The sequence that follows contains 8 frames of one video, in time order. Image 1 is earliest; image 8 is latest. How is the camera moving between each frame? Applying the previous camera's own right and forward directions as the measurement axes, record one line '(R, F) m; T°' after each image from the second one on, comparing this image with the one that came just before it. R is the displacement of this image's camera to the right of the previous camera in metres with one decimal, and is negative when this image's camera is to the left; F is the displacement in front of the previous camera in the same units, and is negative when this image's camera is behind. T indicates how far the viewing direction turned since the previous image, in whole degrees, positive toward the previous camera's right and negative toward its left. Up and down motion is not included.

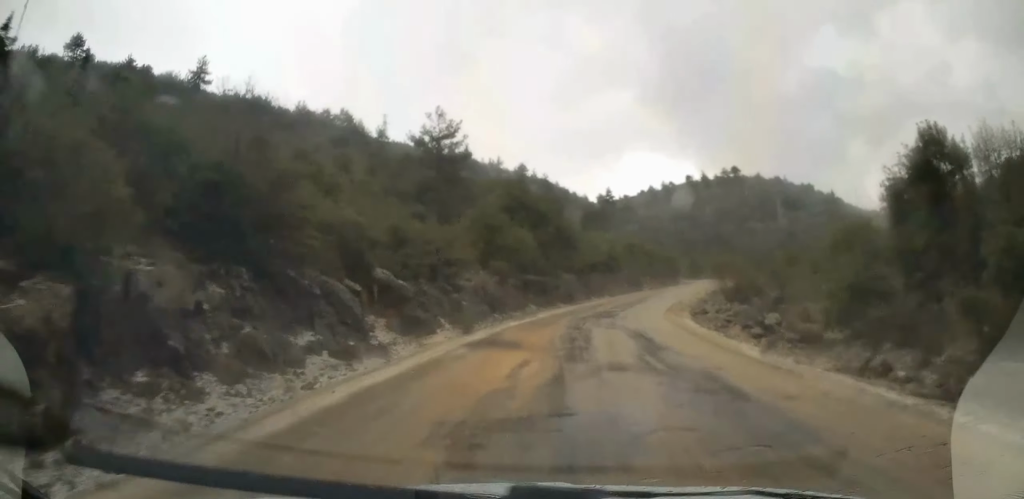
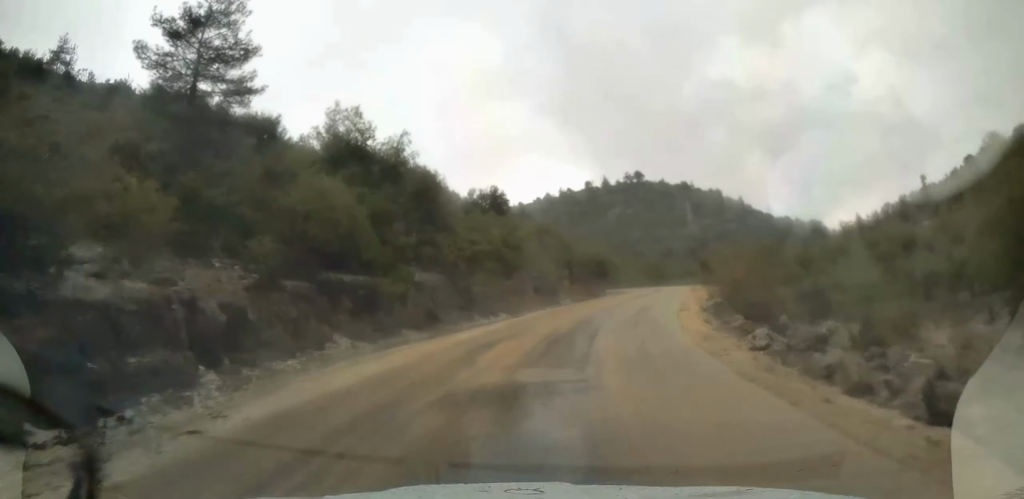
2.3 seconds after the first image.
(+1.8, +25.3) m; +11°
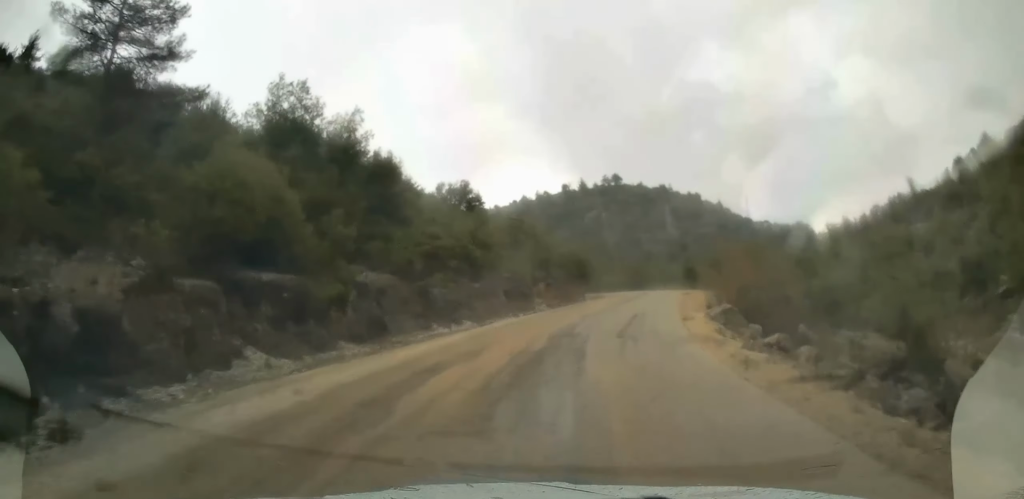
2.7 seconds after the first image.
(+0.2, +4.8) m; +3°
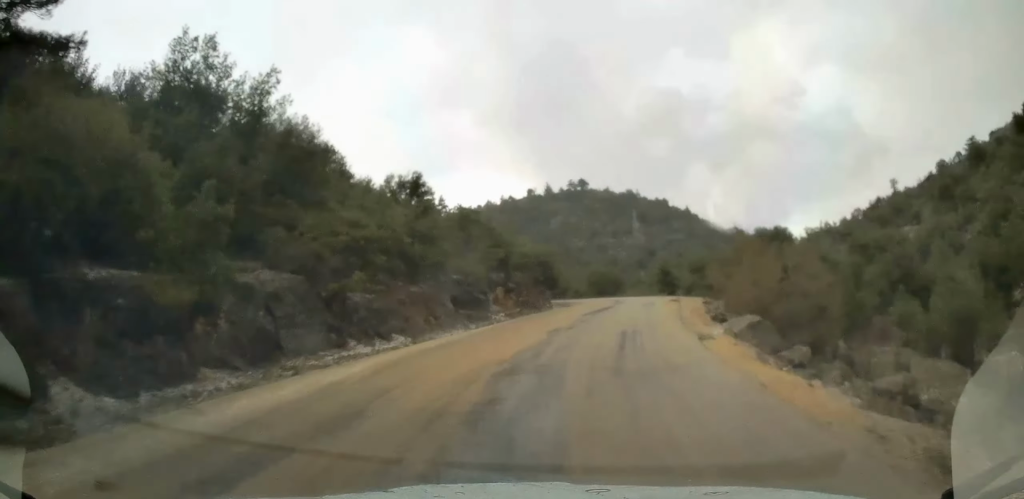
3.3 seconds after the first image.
(+0.1, +6.4) m; +4°
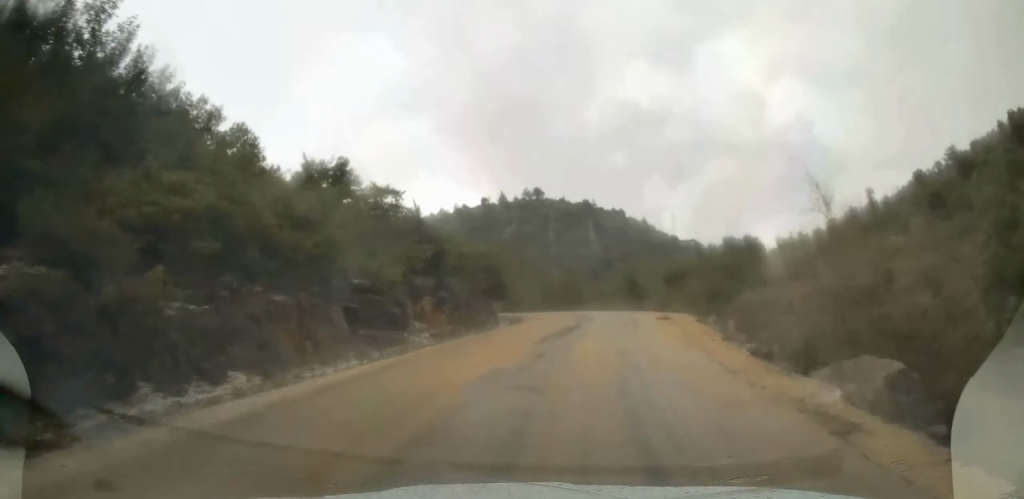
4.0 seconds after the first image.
(+0.5, +8.4) m; +4°
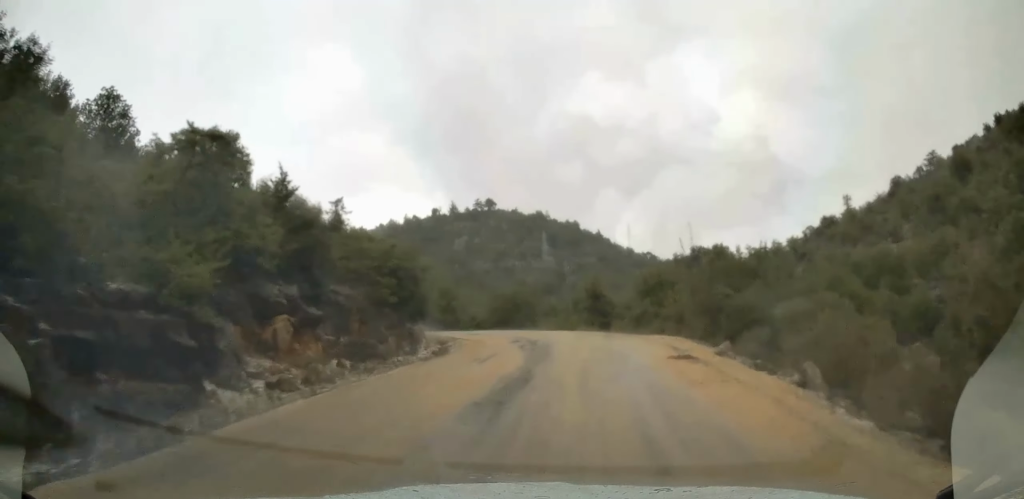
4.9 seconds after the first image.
(+0.3, +10.1) m; +3°
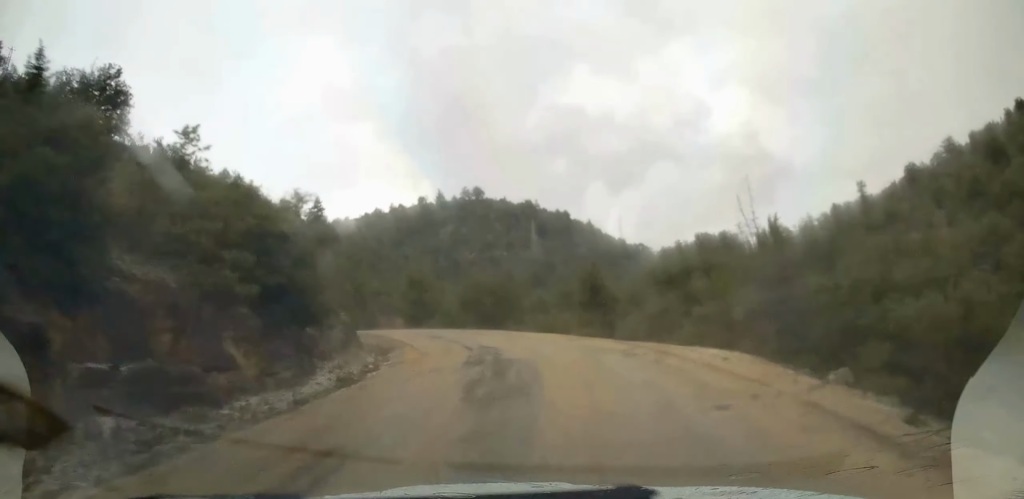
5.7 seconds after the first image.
(+0.2, +10.1) m; 0°
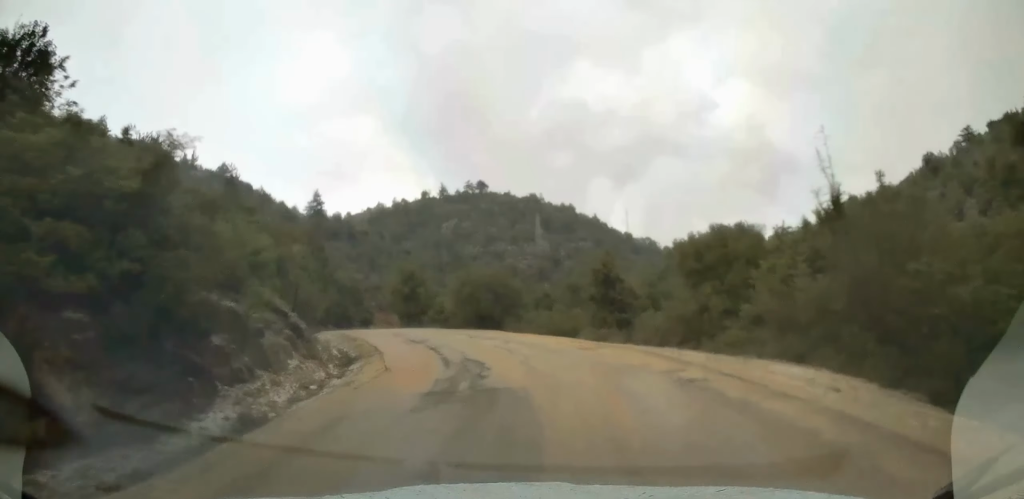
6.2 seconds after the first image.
(+0.1, +5.4) m; -1°
